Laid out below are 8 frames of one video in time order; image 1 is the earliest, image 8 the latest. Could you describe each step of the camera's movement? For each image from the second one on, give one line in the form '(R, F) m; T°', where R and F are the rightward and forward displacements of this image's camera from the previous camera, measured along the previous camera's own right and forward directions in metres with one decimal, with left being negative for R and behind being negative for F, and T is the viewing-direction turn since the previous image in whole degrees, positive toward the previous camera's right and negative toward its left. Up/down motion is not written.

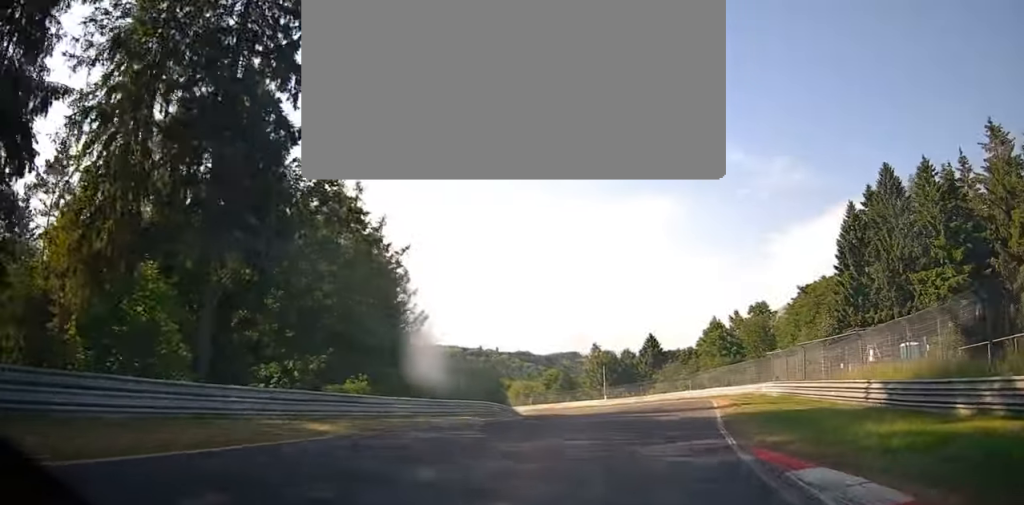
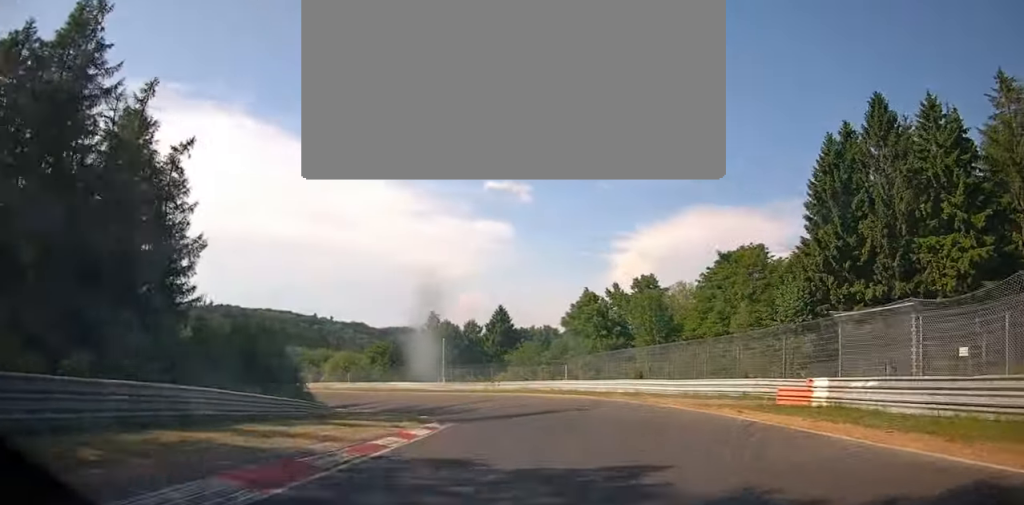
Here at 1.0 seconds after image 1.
(+2.8, +22.6) m; +9°
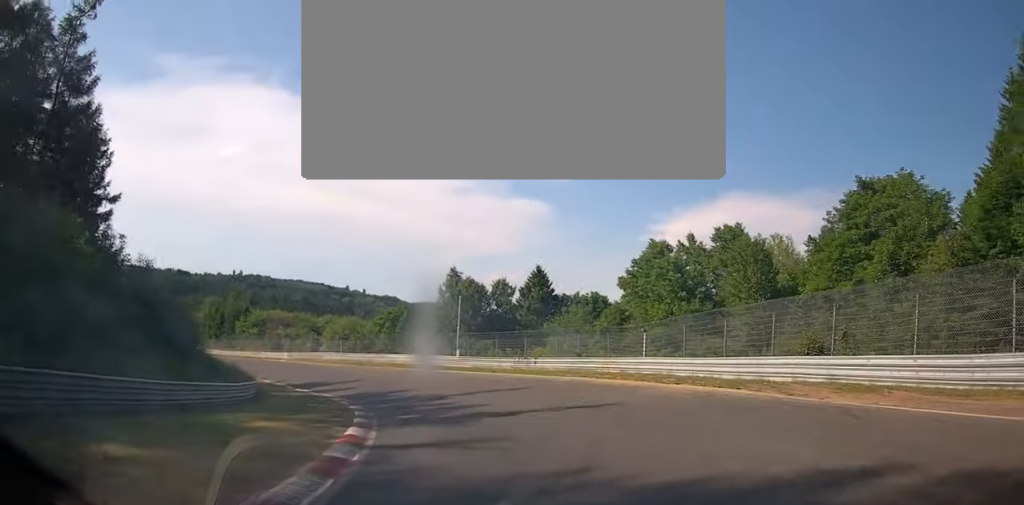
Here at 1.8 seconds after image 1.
(+0.8, +20.7) m; -2°
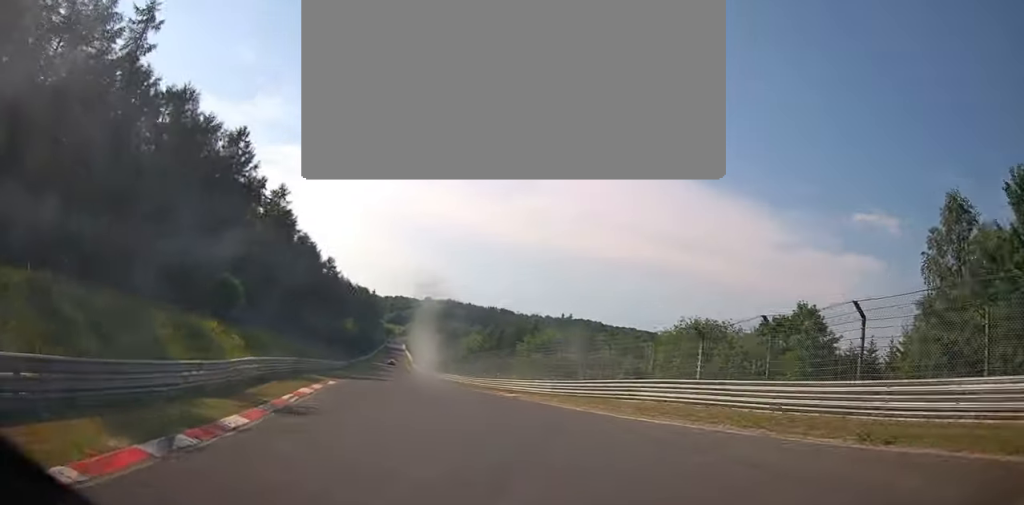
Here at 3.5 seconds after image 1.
(-10.2, +52.6) m; -24°
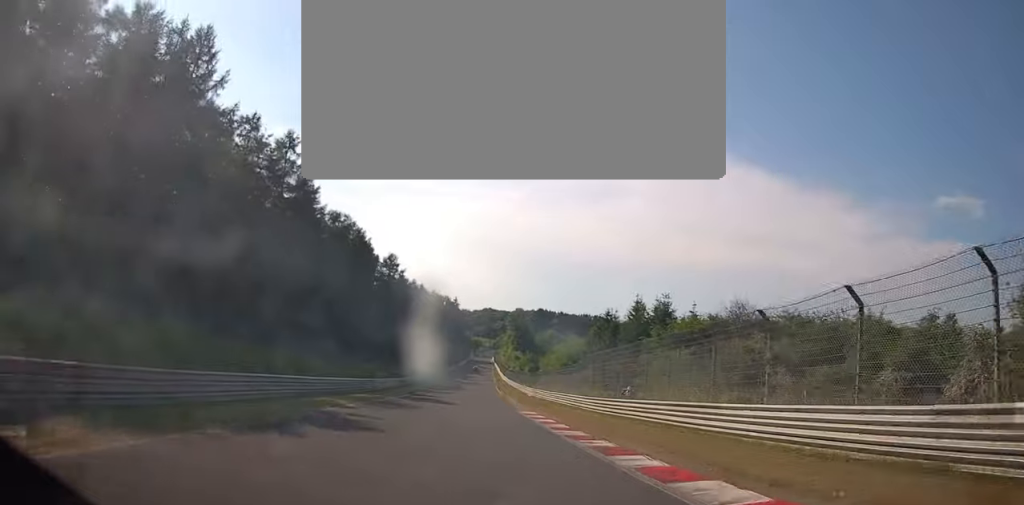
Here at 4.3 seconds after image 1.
(-2.7, +30.3) m; -7°
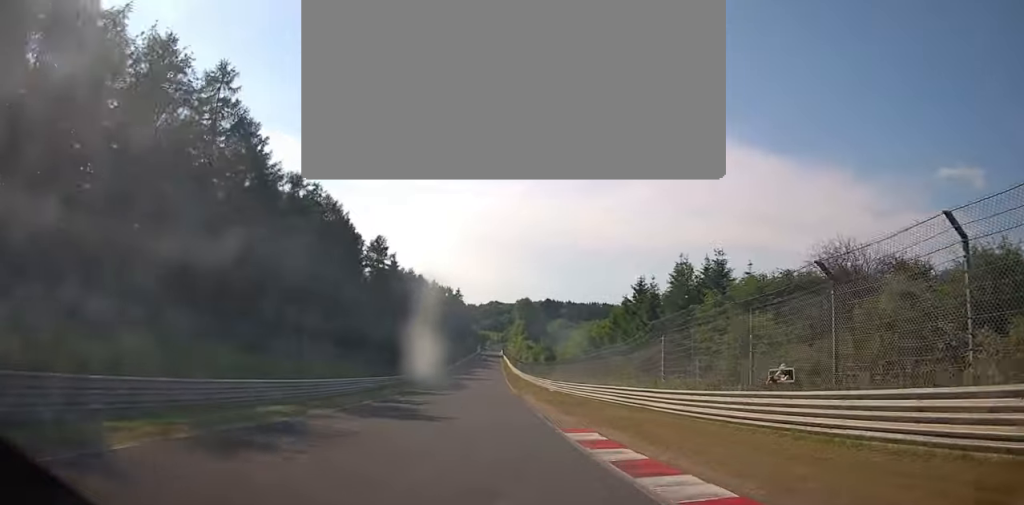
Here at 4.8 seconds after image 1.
(-0.6, +17.3) m; -2°
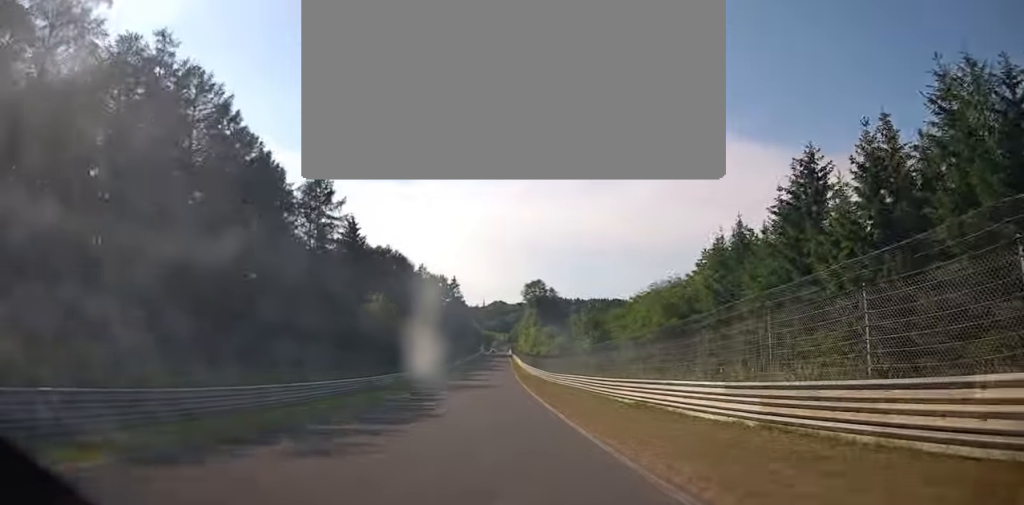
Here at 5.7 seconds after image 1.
(-1.1, +39.9) m; -2°
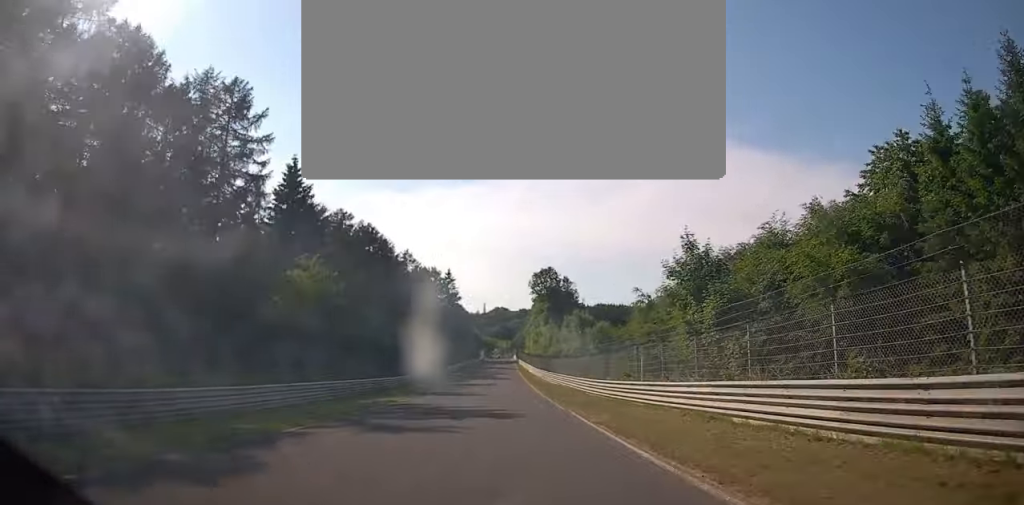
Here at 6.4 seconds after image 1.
(-0.4, +28.1) m; -1°
